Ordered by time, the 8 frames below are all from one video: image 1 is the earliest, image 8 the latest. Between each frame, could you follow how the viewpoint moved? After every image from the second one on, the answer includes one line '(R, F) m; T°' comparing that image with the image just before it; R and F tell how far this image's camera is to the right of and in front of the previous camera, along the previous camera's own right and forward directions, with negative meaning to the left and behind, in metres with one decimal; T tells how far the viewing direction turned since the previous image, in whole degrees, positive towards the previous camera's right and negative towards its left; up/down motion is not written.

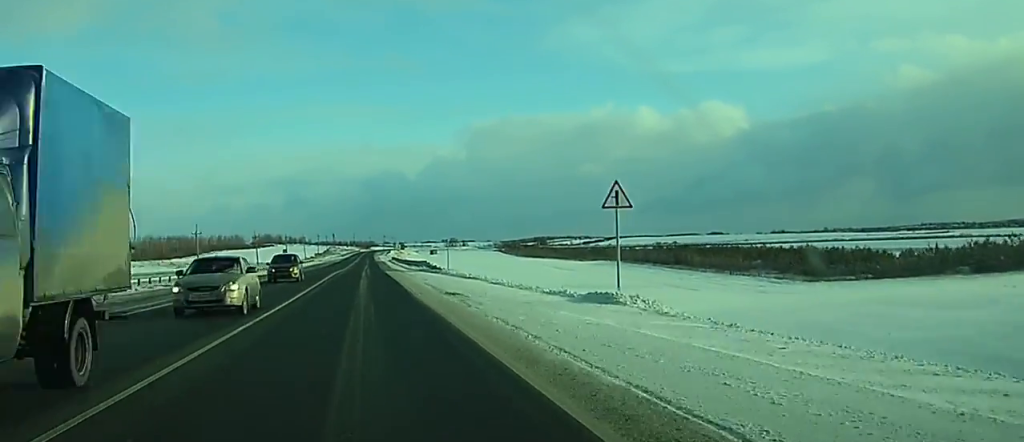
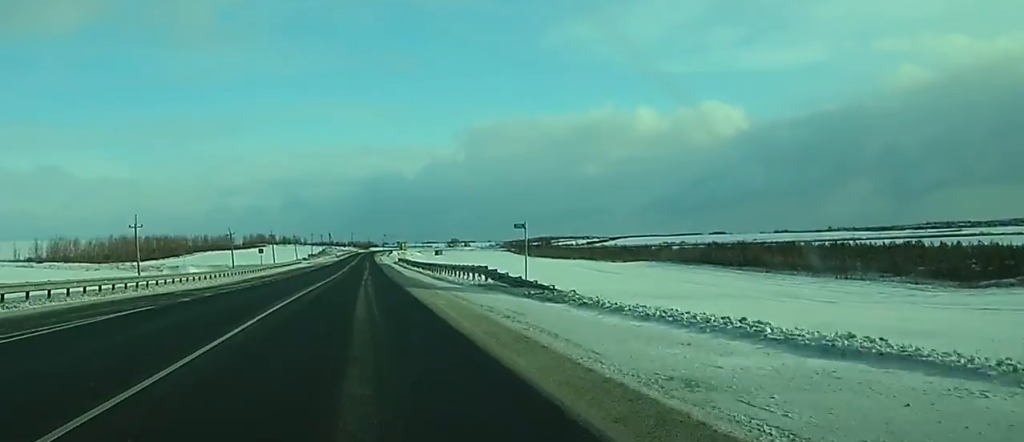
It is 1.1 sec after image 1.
(-0.1, +35.1) m; 0°
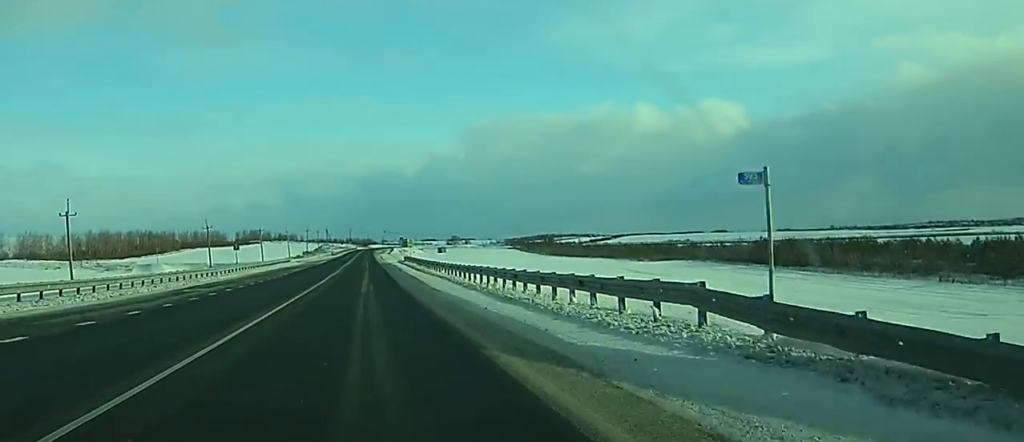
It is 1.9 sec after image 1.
(0.0, +22.7) m; 0°
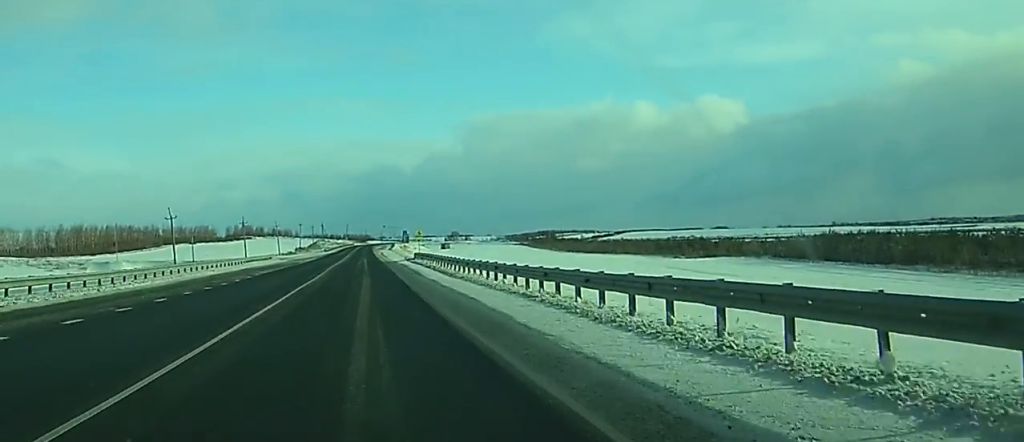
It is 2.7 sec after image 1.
(0.0, +24.7) m; 0°
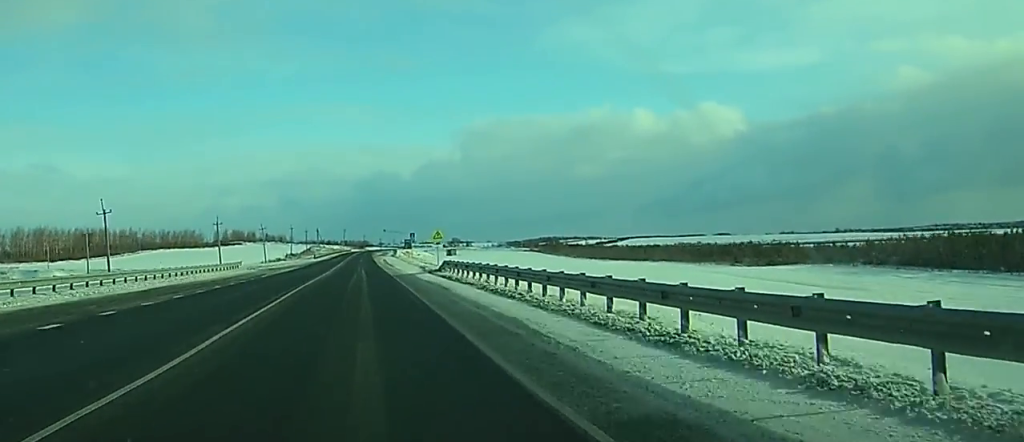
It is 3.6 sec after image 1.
(+0.2, +28.9) m; 0°
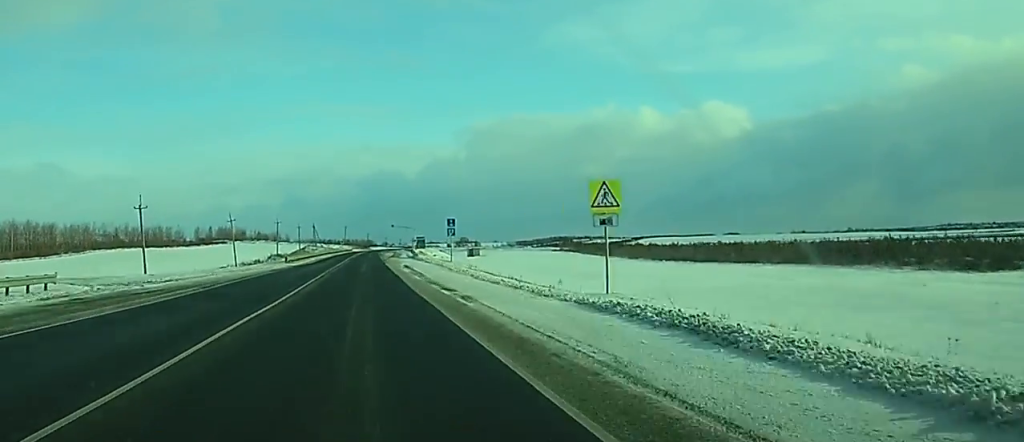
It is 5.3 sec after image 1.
(-0.2, +52.3) m; 0°
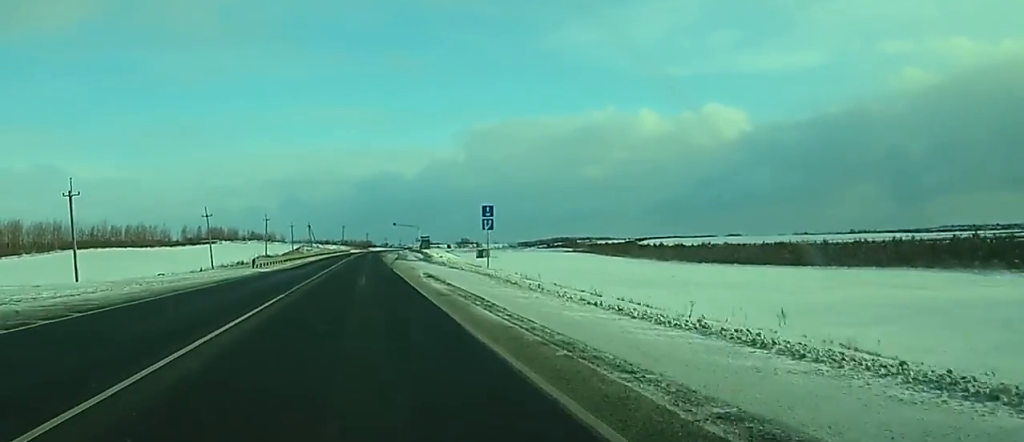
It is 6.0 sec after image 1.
(0.0, +22.4) m; 0°
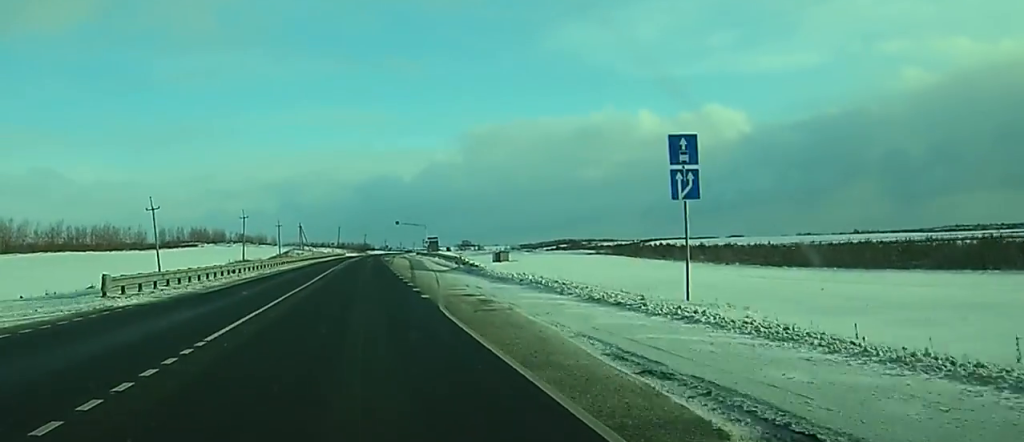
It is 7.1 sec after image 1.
(+0.1, +32.3) m; 0°
